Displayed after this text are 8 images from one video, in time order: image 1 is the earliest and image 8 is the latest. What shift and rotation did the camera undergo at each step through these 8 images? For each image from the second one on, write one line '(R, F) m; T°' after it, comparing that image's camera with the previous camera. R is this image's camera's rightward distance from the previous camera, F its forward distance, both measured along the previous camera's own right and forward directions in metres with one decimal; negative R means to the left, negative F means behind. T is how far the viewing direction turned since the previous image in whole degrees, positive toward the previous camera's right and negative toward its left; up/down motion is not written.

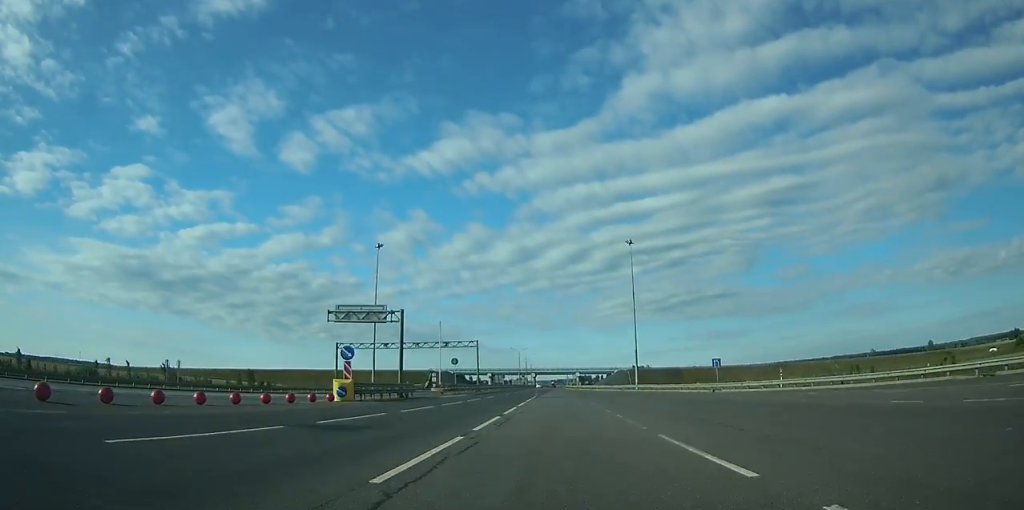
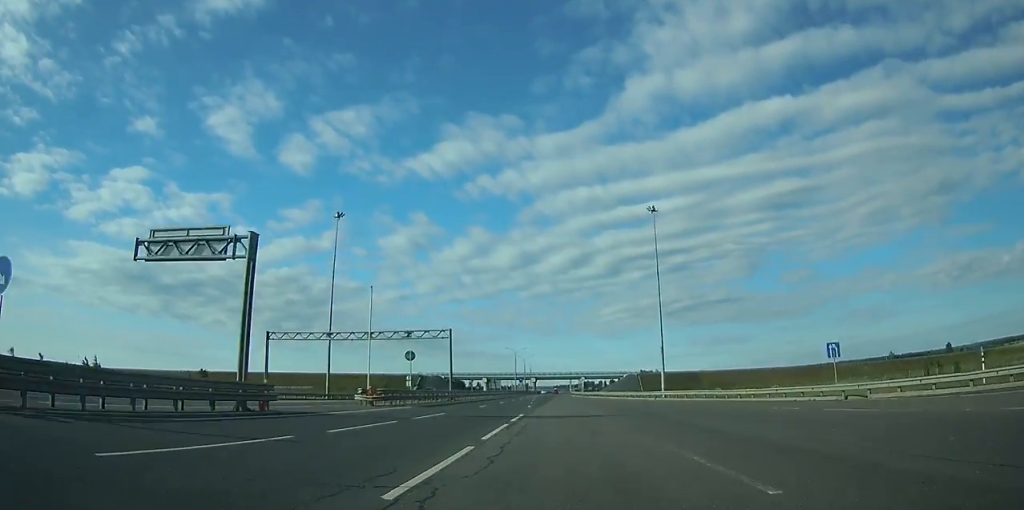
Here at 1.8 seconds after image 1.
(-0.2, +27.4) m; -1°
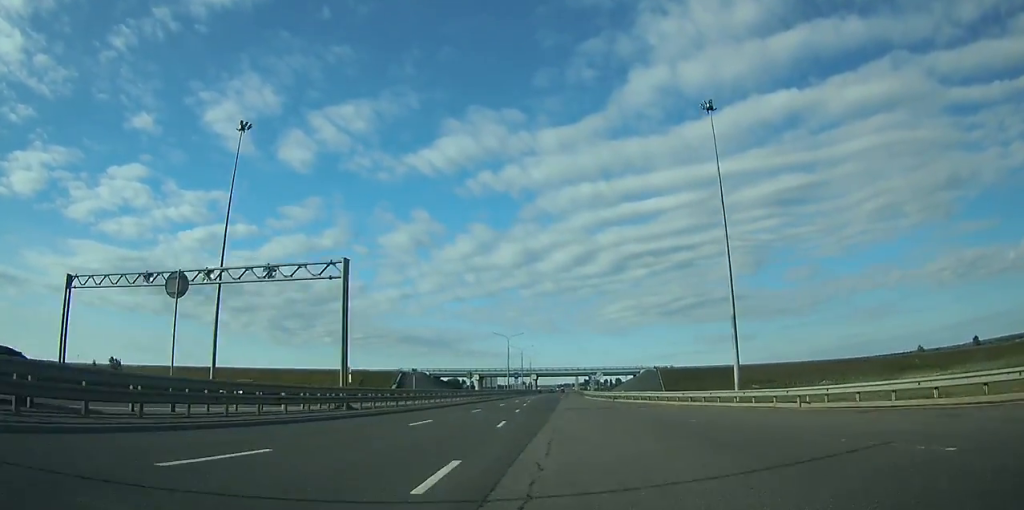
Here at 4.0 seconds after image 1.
(-0.3, +37.4) m; 0°
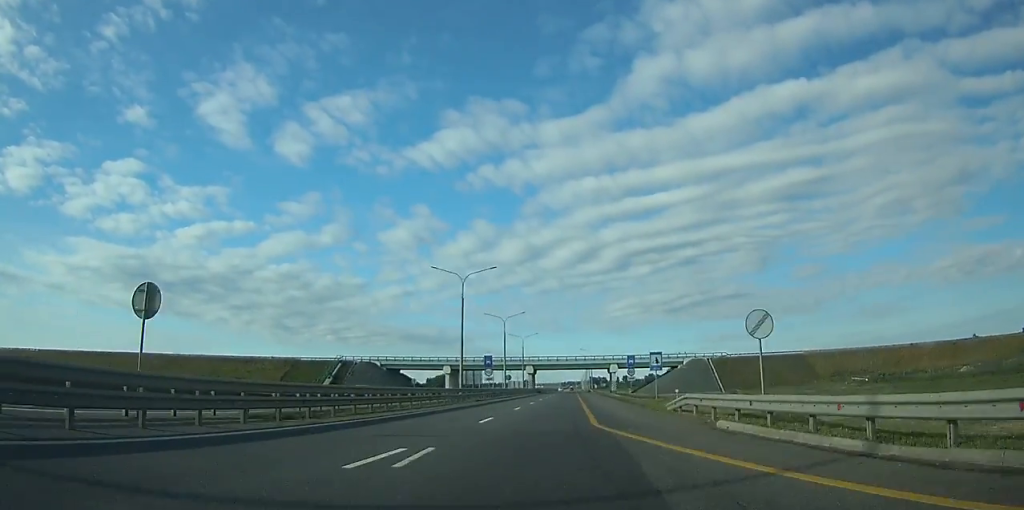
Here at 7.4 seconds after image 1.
(-0.3, +64.8) m; 0°
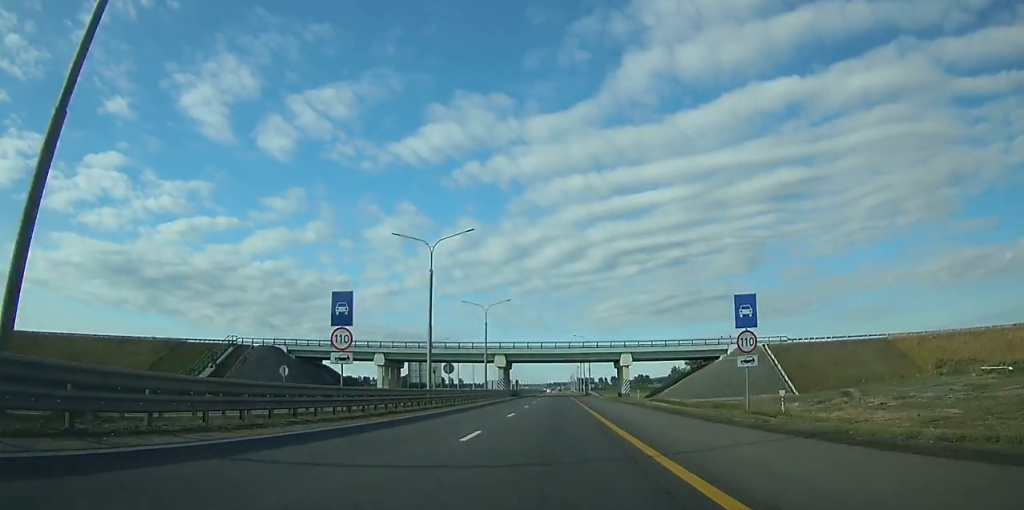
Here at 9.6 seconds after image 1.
(+0.2, +44.7) m; +1°
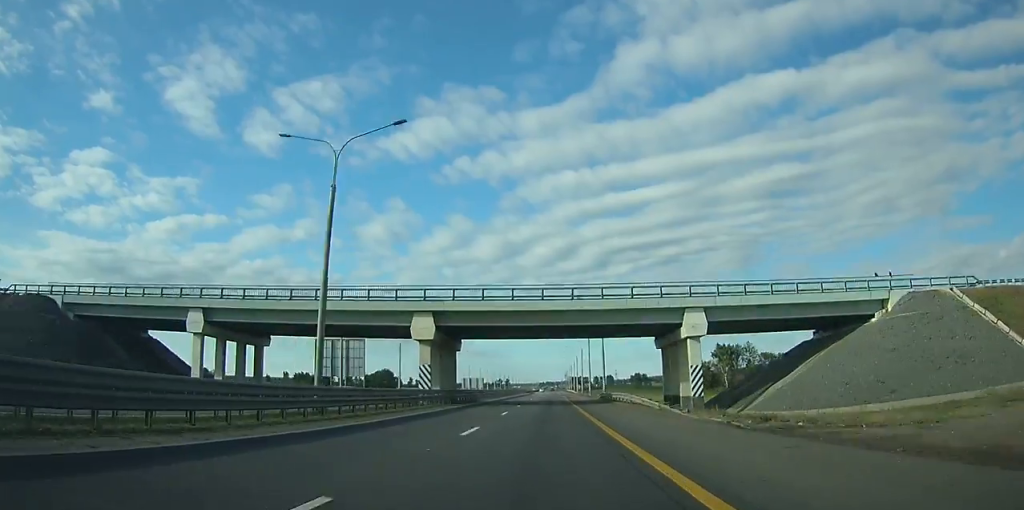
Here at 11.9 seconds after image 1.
(+0.4, +48.2) m; +1°
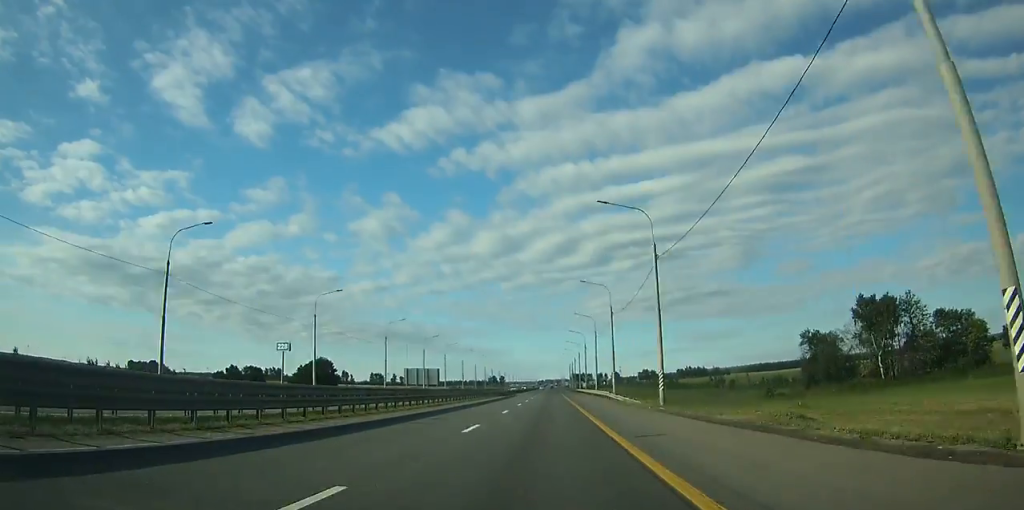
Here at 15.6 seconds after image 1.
(+0.2, +81.9) m; 0°
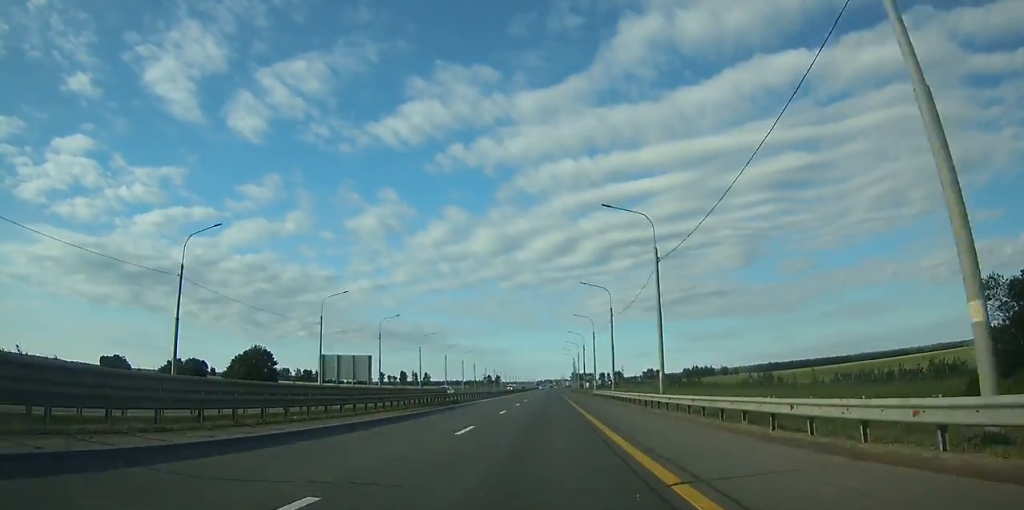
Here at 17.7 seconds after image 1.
(0.0, +46.8) m; 0°
